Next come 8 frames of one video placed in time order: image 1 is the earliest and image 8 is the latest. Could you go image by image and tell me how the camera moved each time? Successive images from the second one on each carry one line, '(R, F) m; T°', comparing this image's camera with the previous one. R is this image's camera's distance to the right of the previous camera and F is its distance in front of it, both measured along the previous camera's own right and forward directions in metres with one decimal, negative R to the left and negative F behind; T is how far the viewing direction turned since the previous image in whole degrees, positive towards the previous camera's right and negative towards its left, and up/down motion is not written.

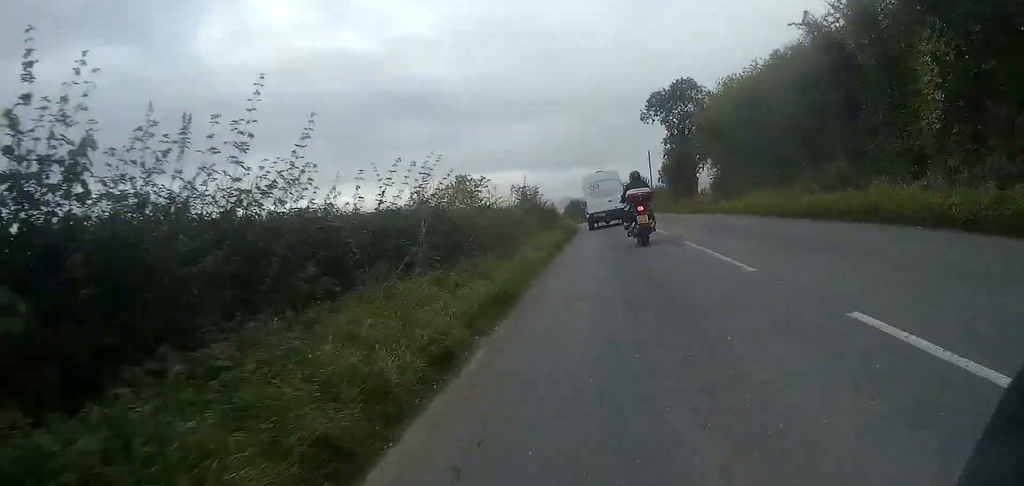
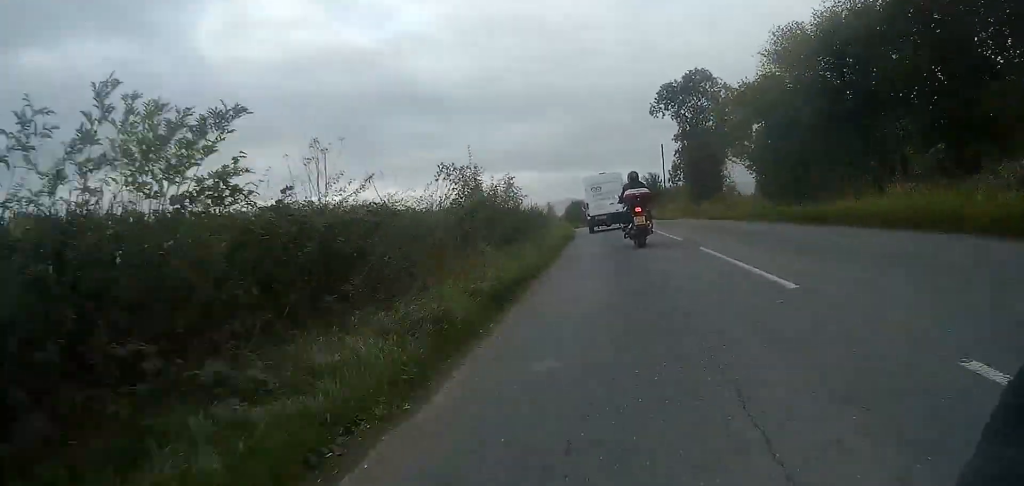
(0.0, +10.7) m; 0°
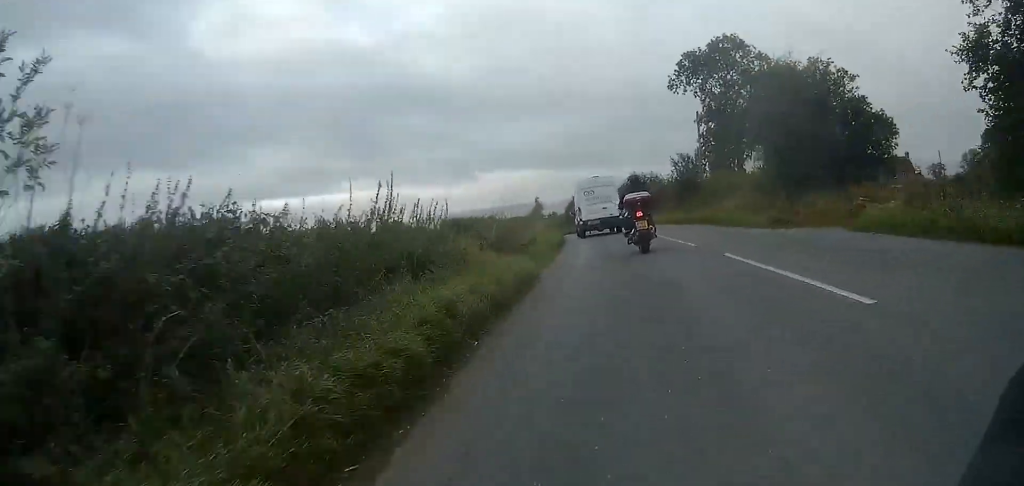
(0.0, +18.8) m; -1°
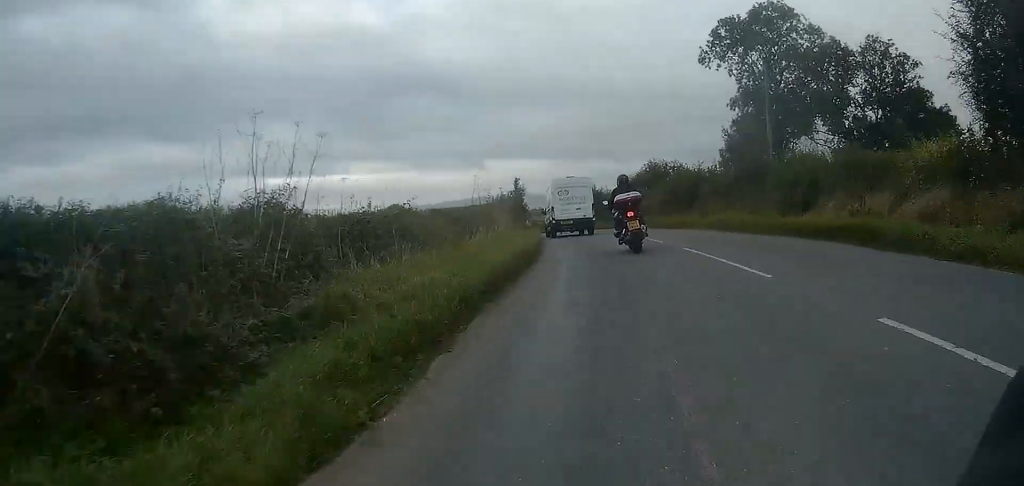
(-0.2, +14.7) m; -2°
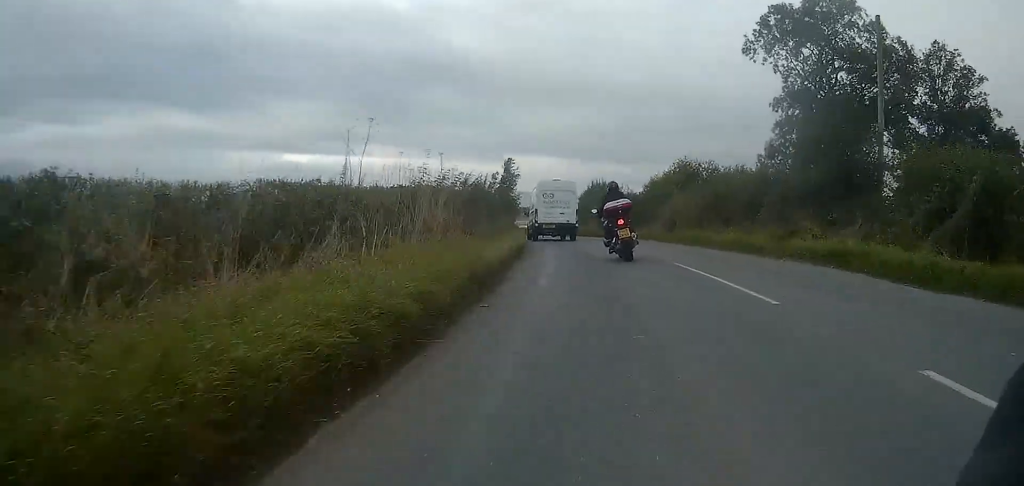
(-0.1, +9.5) m; -2°
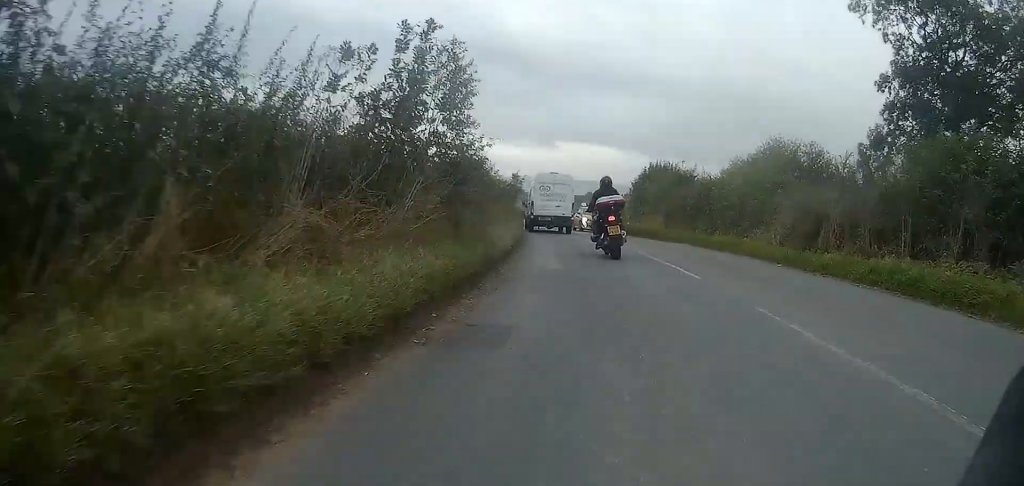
(-0.3, +14.0) m; -4°
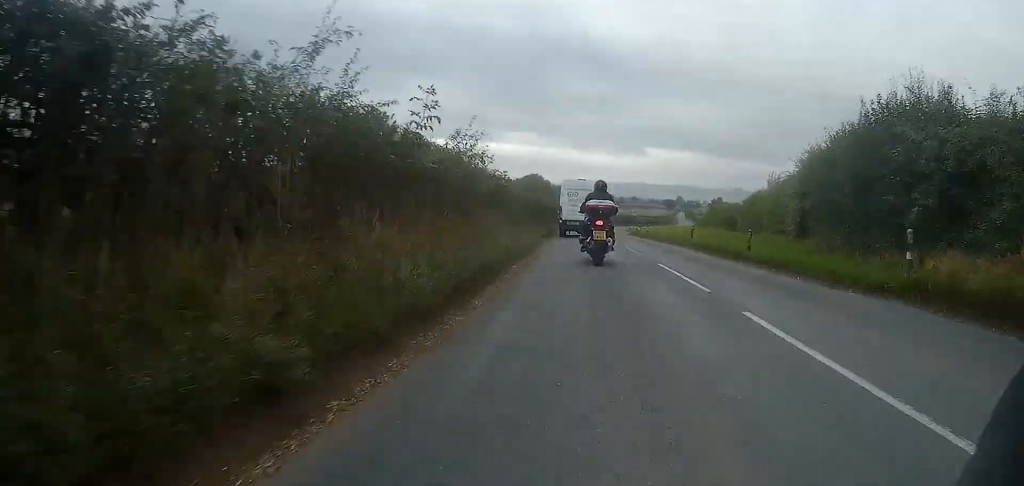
(-1.6, +27.1) m; -6°
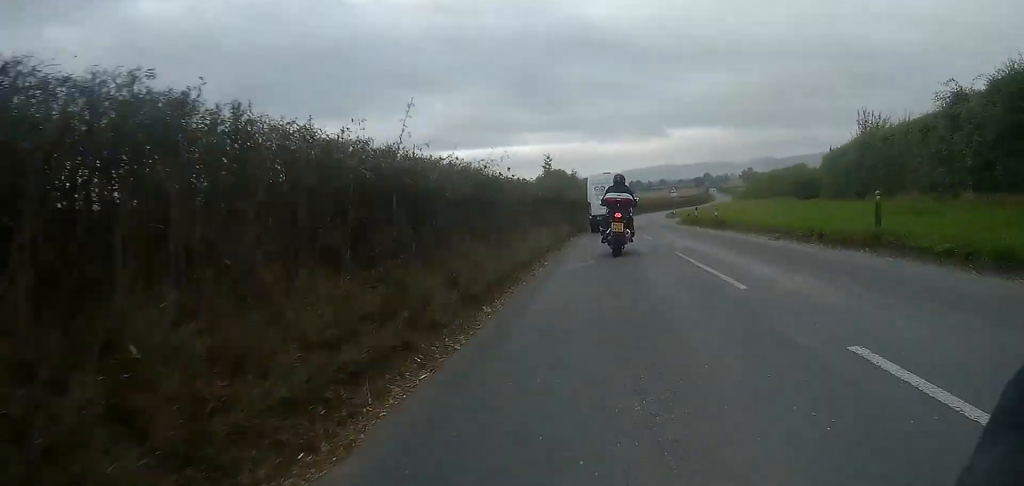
(-0.4, +18.0) m; -2°
